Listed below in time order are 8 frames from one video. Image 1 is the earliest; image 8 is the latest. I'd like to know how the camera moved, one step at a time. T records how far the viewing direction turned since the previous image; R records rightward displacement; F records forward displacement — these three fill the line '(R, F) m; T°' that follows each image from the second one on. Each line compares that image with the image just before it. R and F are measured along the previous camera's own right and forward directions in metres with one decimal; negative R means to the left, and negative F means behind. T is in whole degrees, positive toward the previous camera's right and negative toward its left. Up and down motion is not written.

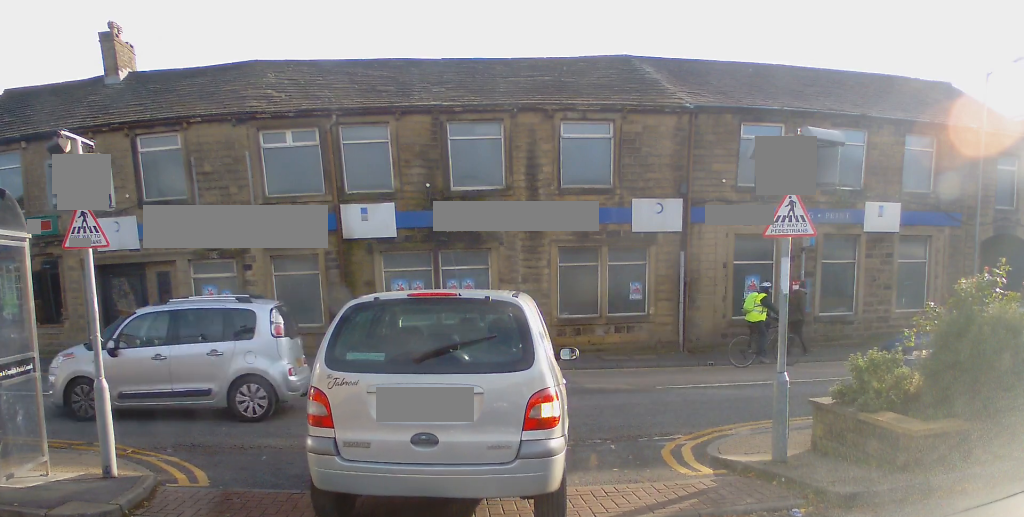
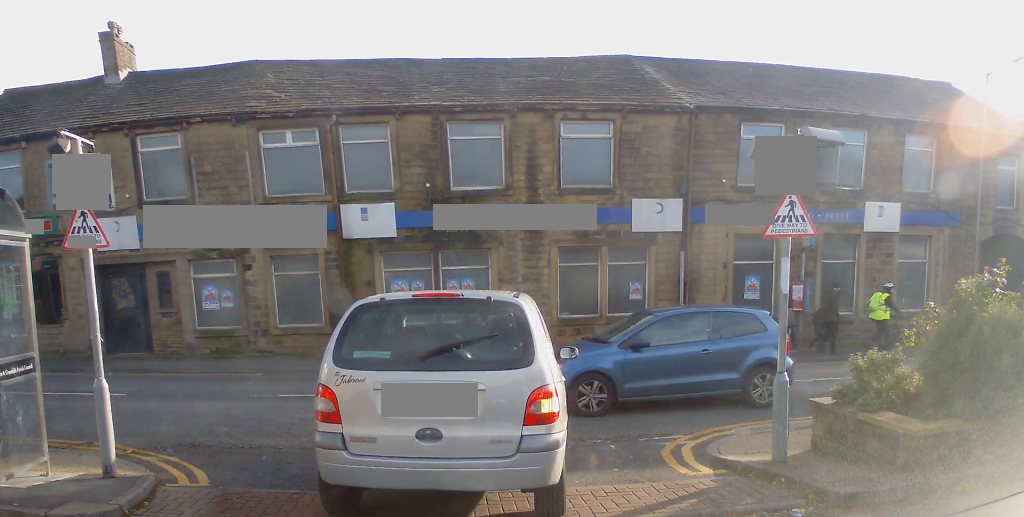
(0.0, 0.0) m; 0°
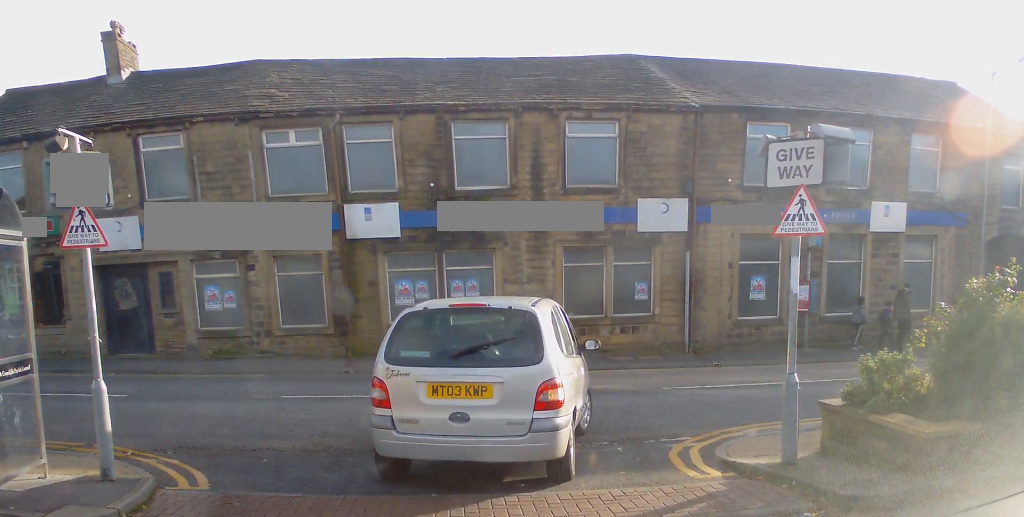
(0.0, 0.0) m; 0°
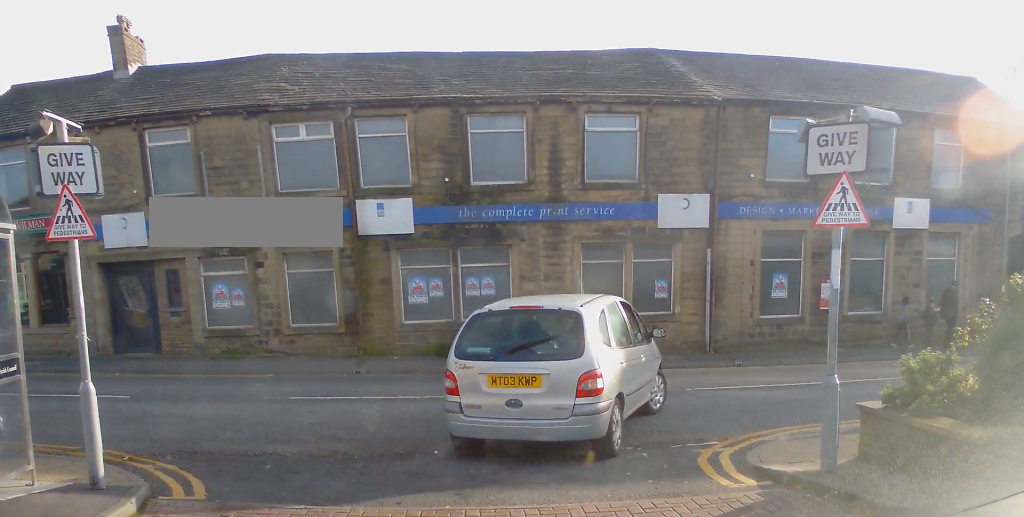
(0.0, +0.2) m; 0°
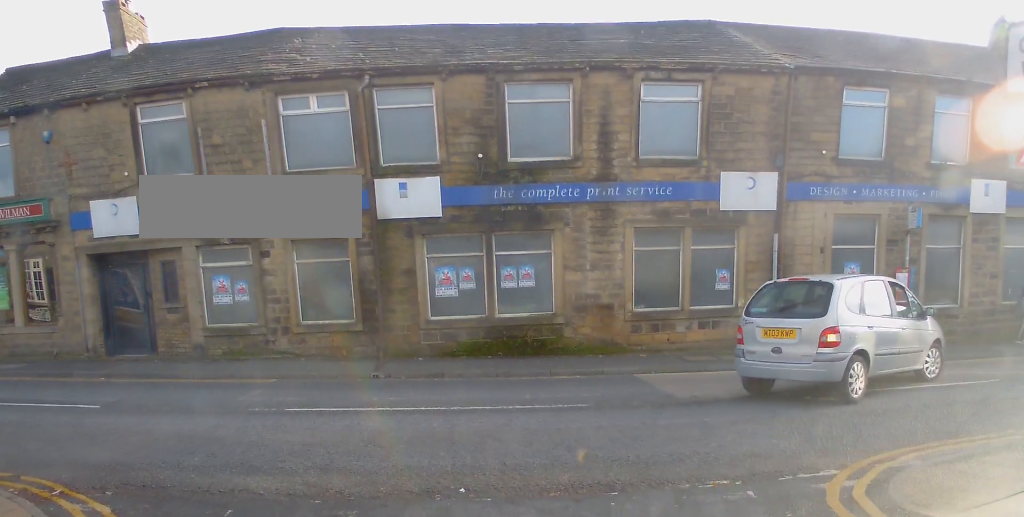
(-0.3, +1.4) m; -10°
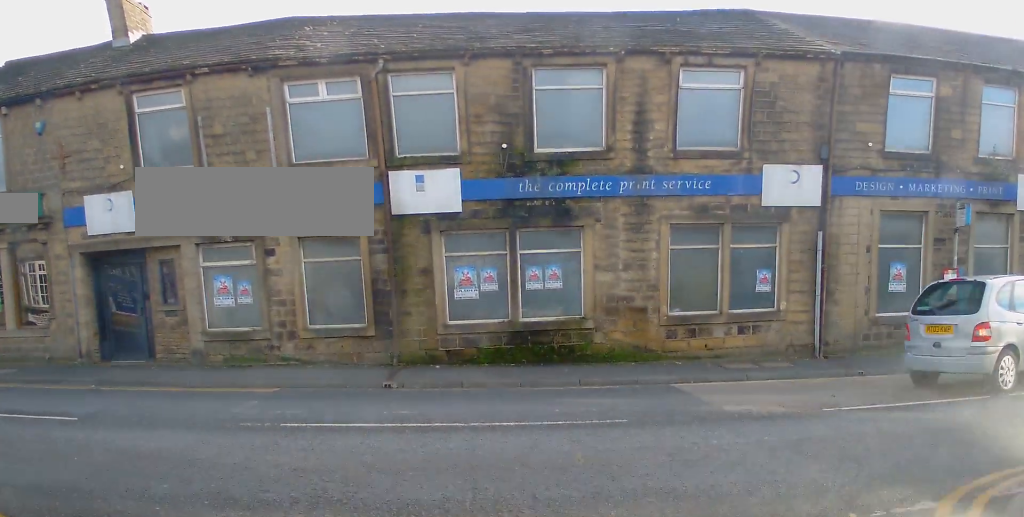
(0.0, +0.9) m; -2°
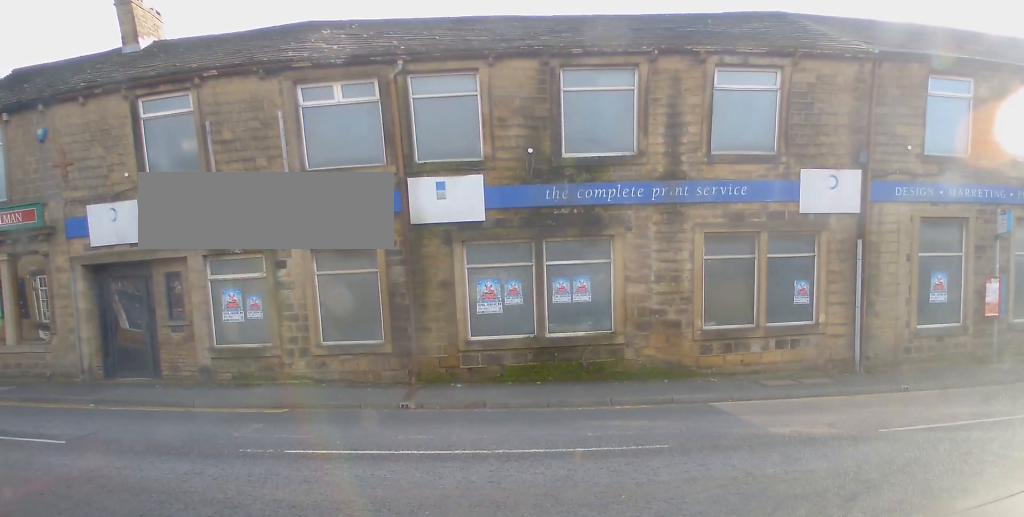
(0.0, +0.8) m; 0°
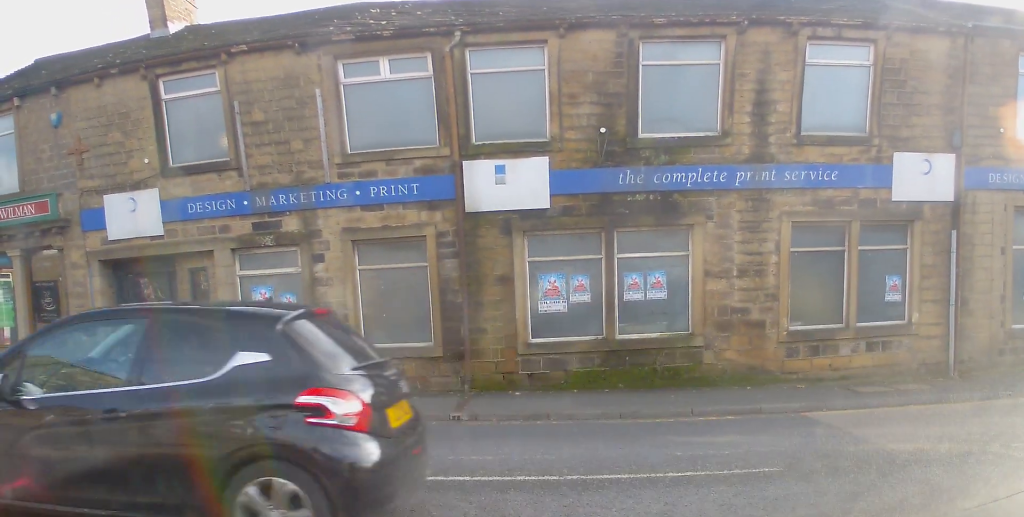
(-0.3, +1.0) m; 0°
